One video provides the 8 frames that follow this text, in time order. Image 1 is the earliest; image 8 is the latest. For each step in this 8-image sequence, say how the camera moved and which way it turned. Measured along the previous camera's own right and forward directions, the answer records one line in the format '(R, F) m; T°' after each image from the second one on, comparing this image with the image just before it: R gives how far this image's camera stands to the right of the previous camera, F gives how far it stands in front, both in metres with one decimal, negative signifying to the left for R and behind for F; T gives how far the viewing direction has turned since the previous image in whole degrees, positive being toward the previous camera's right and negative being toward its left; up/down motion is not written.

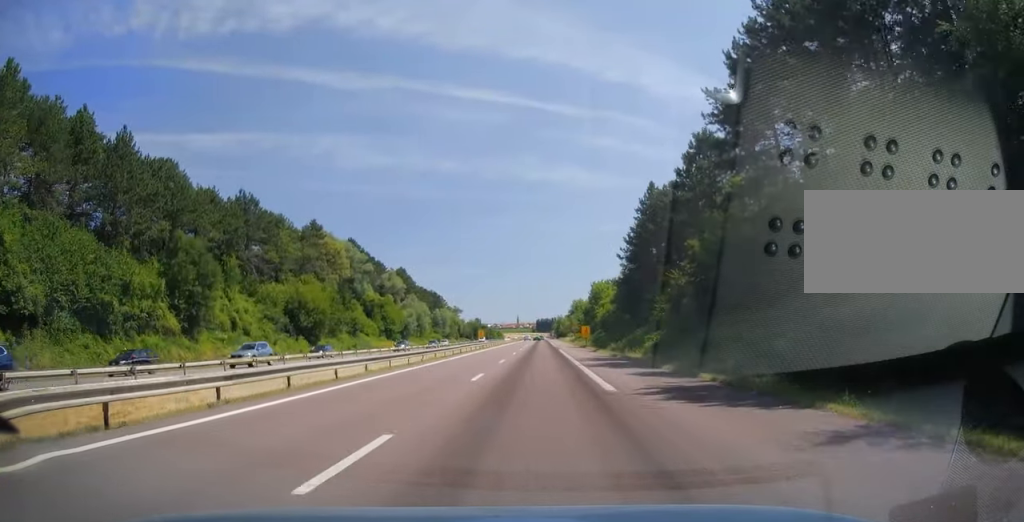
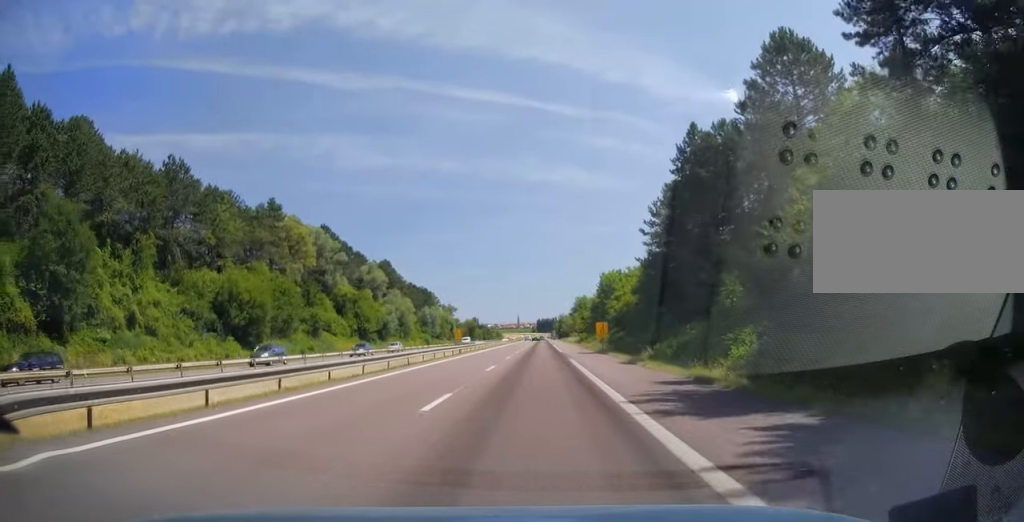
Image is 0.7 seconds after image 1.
(+0.1, +20.2) m; -1°
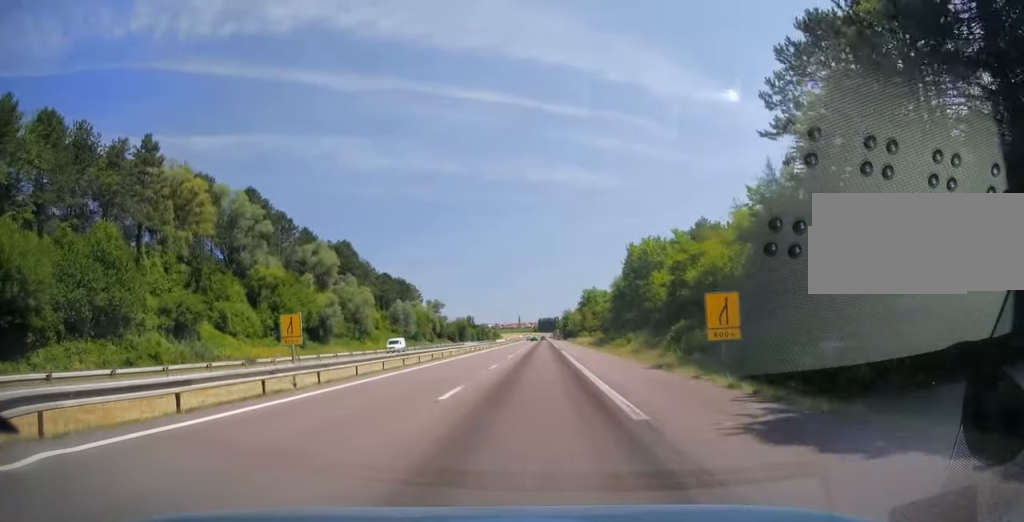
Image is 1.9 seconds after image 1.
(-0.3, +37.1) m; 0°
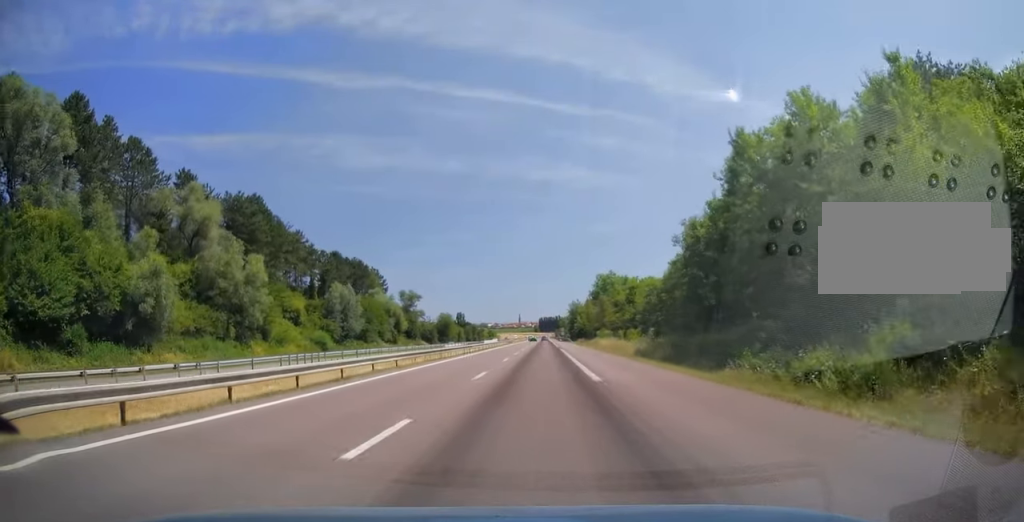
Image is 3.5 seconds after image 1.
(+0.3, +45.7) m; 0°
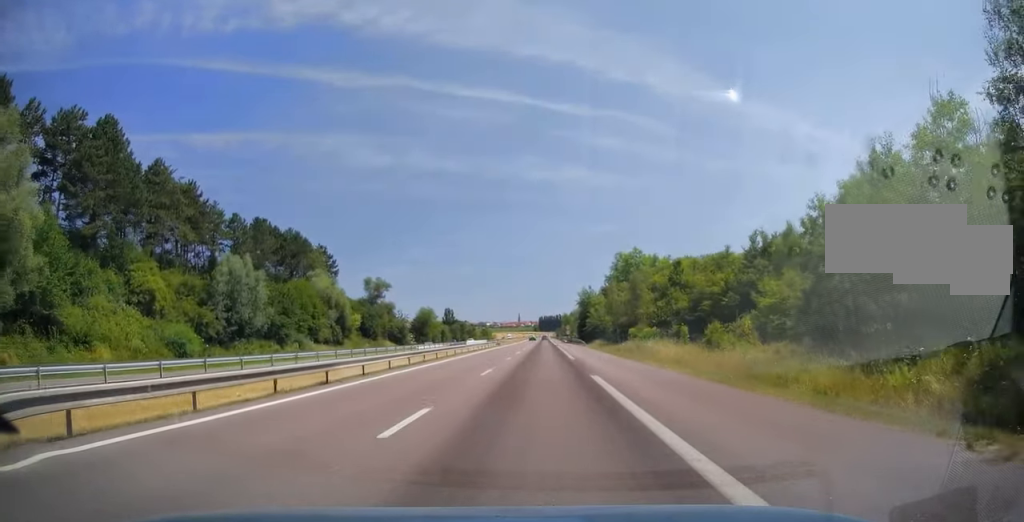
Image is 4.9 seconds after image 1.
(-0.1, +37.5) m; 0°
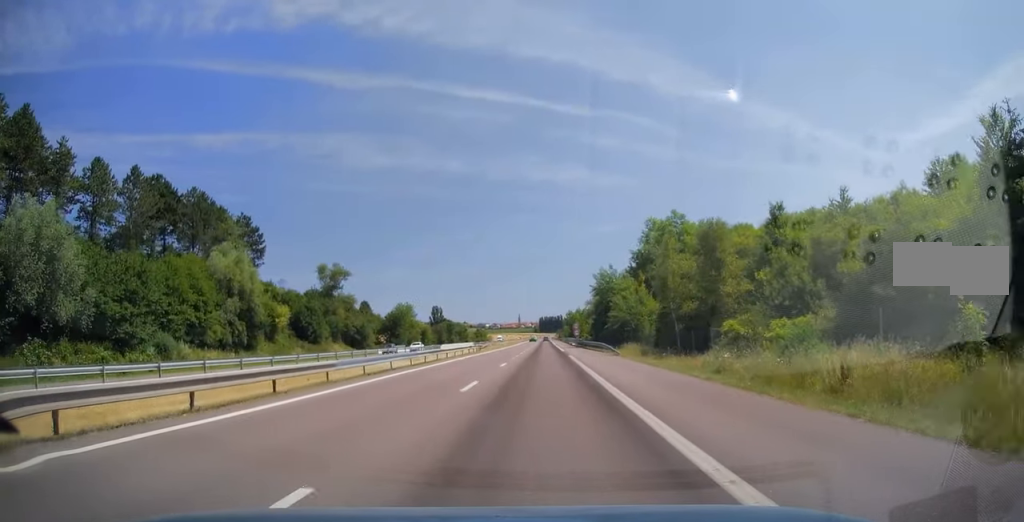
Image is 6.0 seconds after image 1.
(+0.2, +32.0) m; +1°
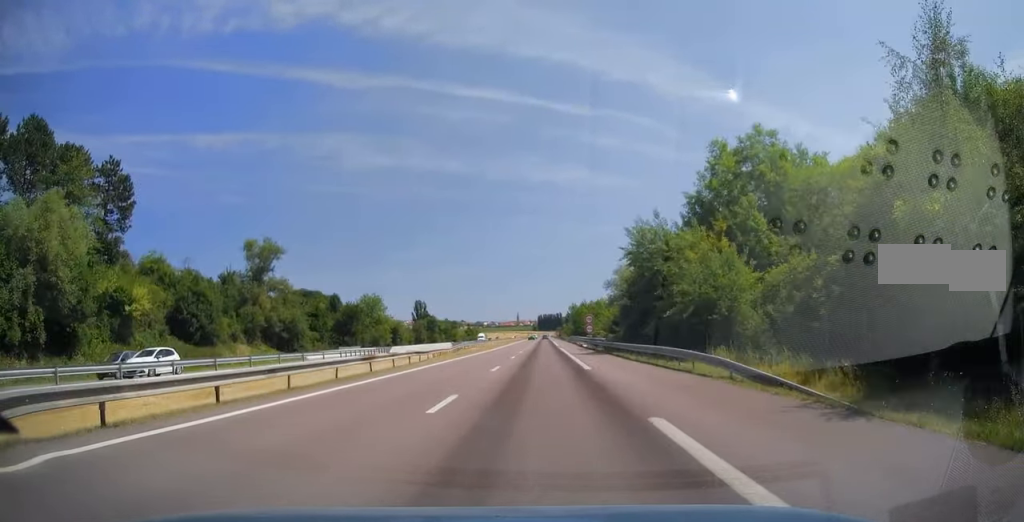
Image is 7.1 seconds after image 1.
(0.0, +30.6) m; 0°
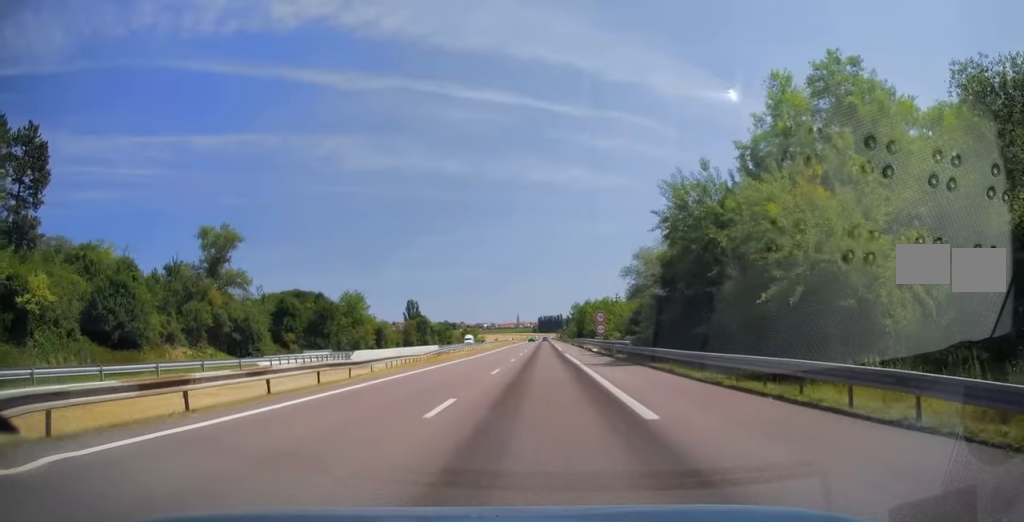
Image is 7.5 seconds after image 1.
(-0.1, +13.2) m; 0°
